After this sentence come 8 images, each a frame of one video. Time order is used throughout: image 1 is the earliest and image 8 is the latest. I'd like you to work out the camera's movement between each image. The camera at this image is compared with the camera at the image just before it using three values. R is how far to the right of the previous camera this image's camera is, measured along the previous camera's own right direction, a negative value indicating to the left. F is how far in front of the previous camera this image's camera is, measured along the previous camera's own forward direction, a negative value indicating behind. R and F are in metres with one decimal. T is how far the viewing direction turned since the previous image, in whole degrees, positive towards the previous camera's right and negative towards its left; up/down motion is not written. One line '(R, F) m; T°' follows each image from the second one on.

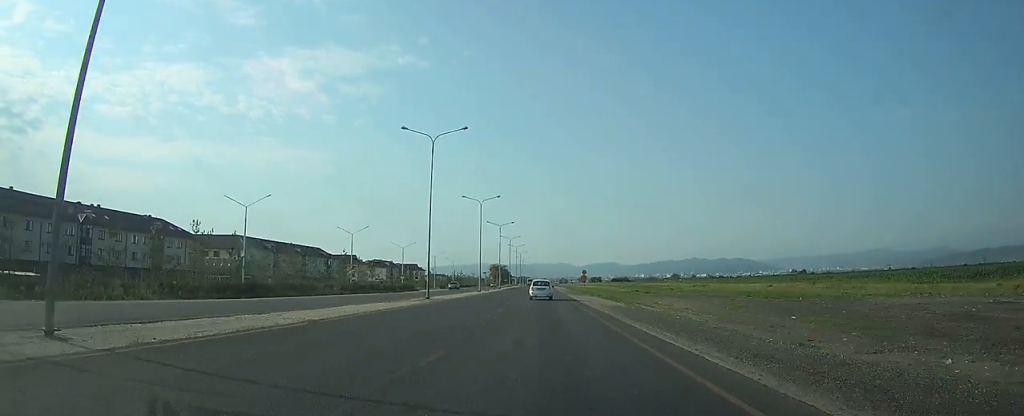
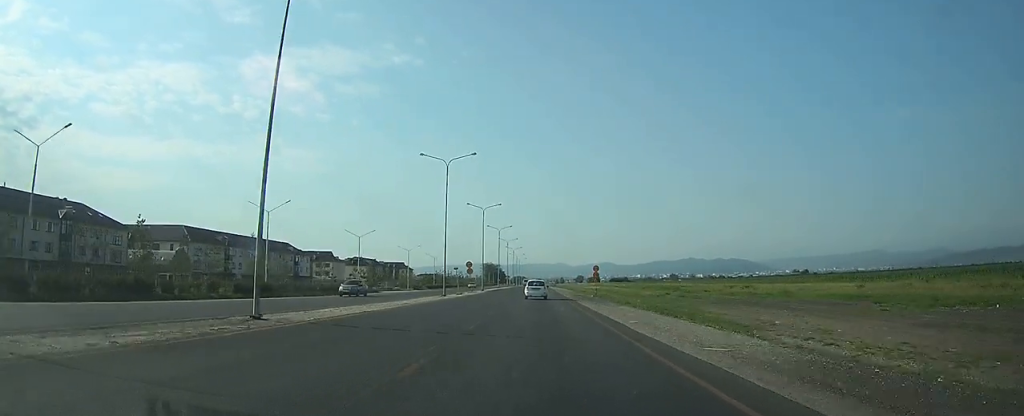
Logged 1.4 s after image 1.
(-0.1, +25.1) m; 0°
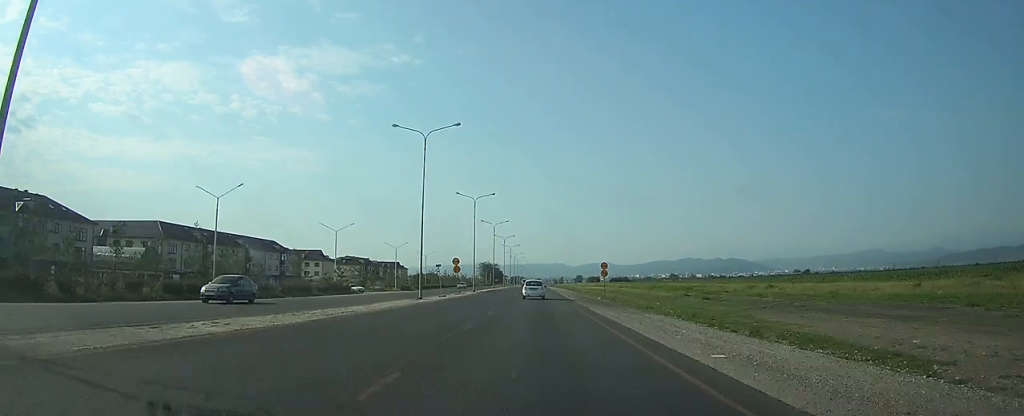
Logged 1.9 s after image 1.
(0.0, +9.5) m; 0°
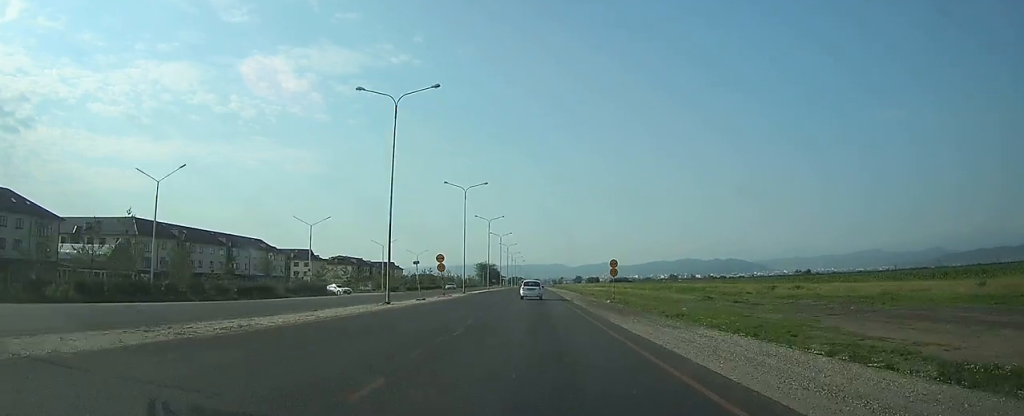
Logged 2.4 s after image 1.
(0.0, +8.3) m; 0°
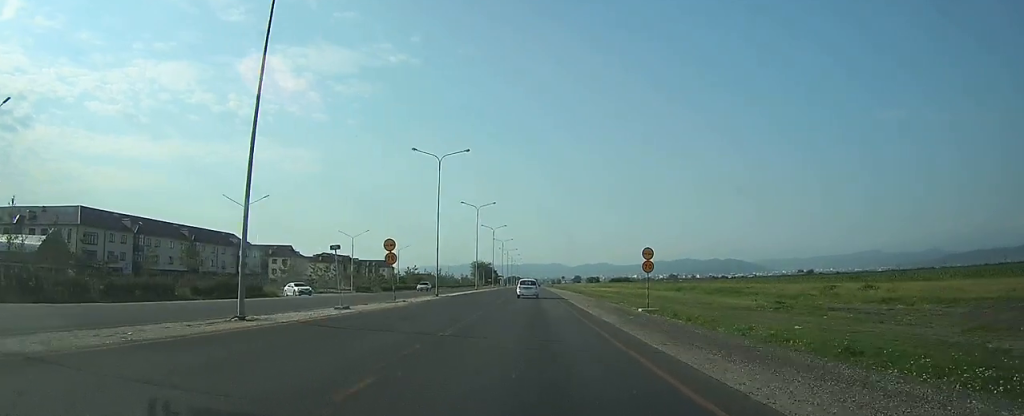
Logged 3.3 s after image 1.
(0.0, +16.1) m; 0°
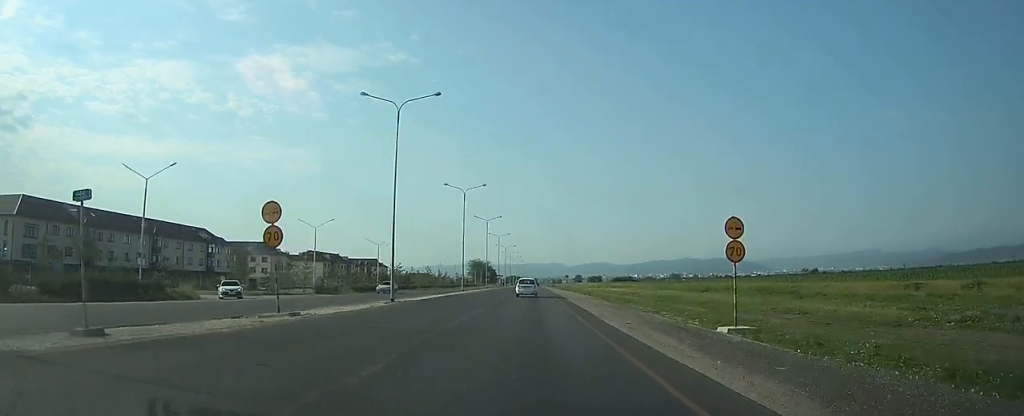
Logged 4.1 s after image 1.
(0.0, +14.9) m; 0°
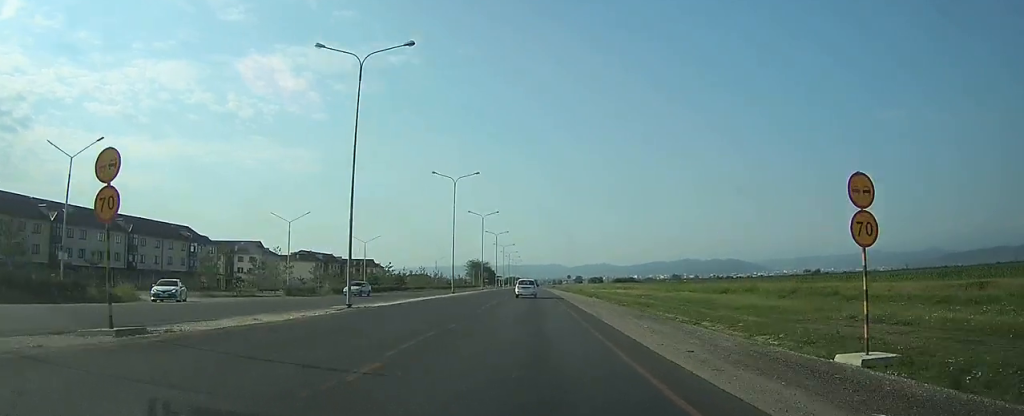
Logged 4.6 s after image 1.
(0.0, +7.8) m; 0°
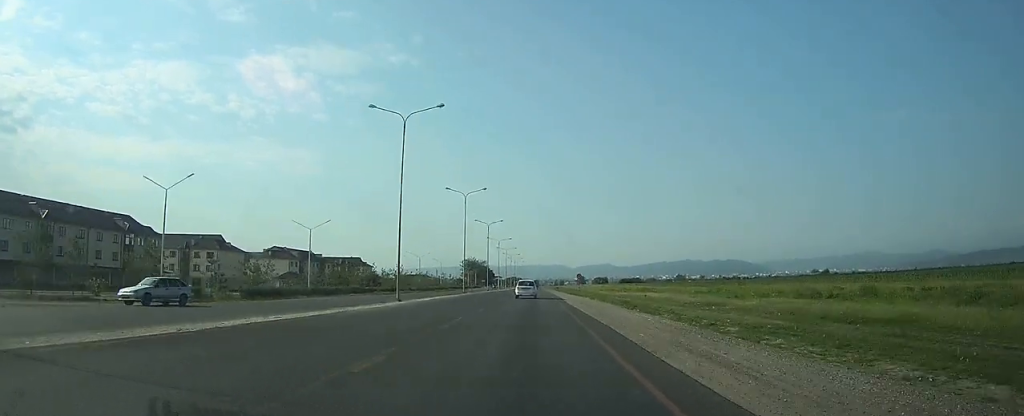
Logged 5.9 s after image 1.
(+0.1, +23.4) m; 0°
